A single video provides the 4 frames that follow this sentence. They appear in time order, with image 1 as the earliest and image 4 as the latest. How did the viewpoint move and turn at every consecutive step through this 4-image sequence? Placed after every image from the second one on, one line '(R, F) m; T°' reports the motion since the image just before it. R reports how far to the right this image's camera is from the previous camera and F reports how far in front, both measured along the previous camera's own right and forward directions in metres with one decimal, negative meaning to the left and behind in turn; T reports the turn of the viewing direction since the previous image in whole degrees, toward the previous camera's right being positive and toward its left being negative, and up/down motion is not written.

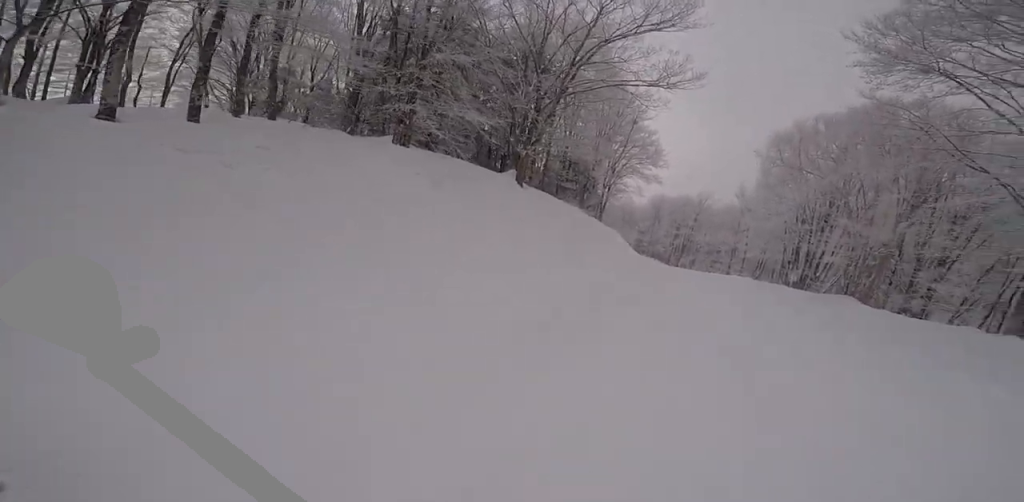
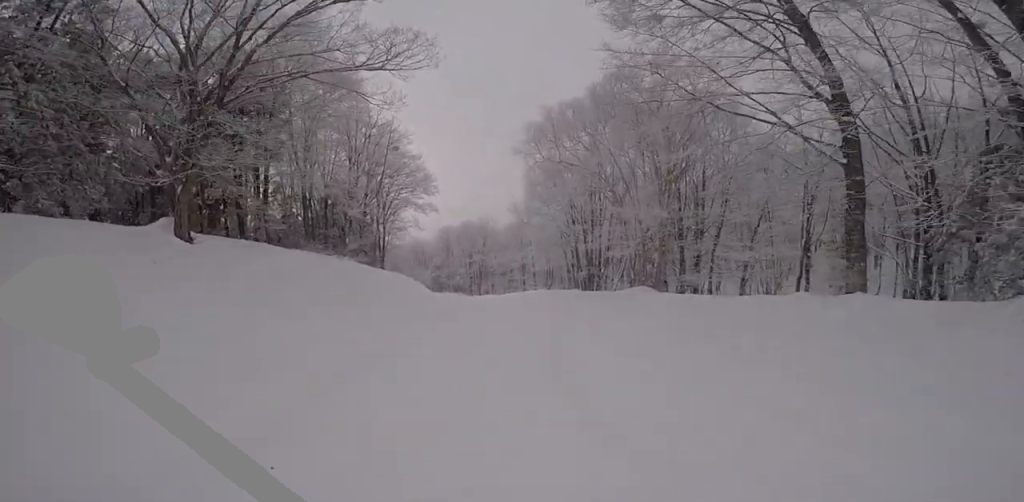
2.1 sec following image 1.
(+0.6, +7.5) m; +8°
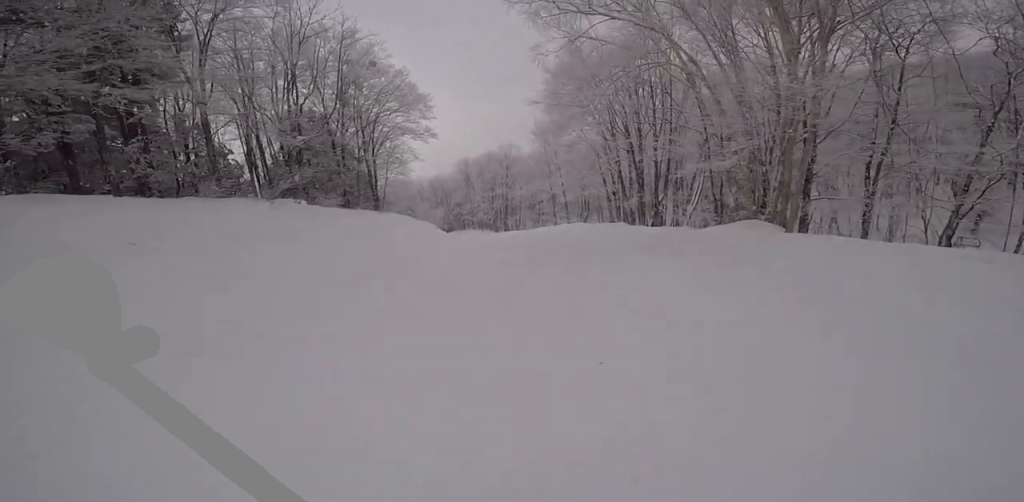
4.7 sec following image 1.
(-1.0, +10.8) m; -10°
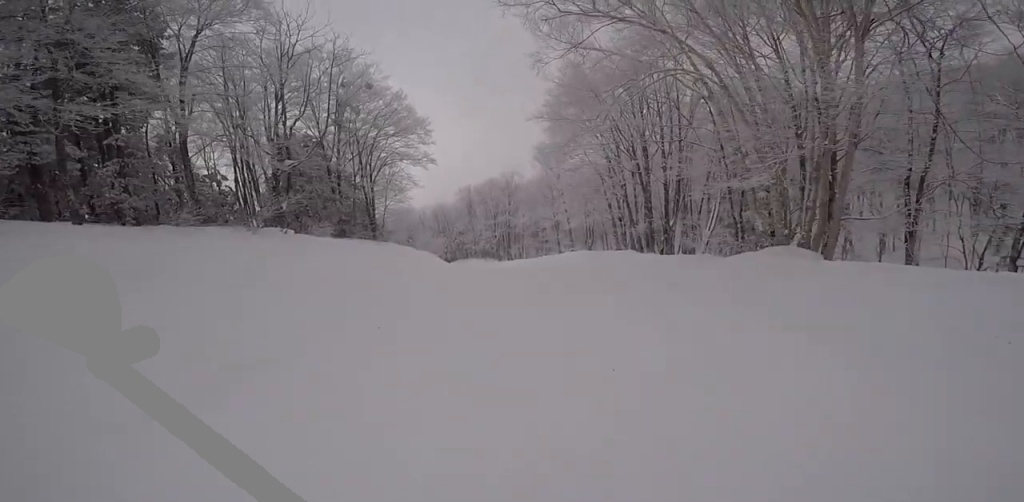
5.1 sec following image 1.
(0.0, +1.9) m; -1°
